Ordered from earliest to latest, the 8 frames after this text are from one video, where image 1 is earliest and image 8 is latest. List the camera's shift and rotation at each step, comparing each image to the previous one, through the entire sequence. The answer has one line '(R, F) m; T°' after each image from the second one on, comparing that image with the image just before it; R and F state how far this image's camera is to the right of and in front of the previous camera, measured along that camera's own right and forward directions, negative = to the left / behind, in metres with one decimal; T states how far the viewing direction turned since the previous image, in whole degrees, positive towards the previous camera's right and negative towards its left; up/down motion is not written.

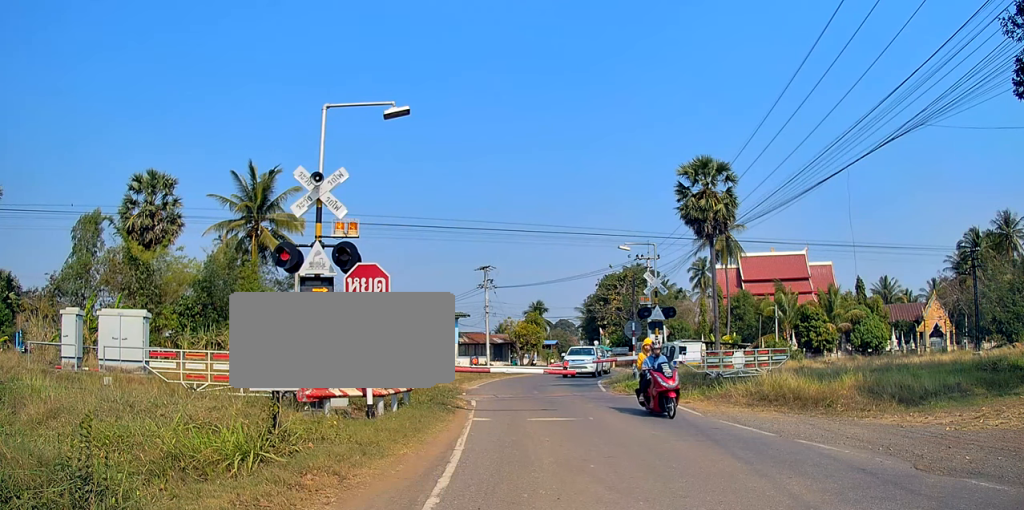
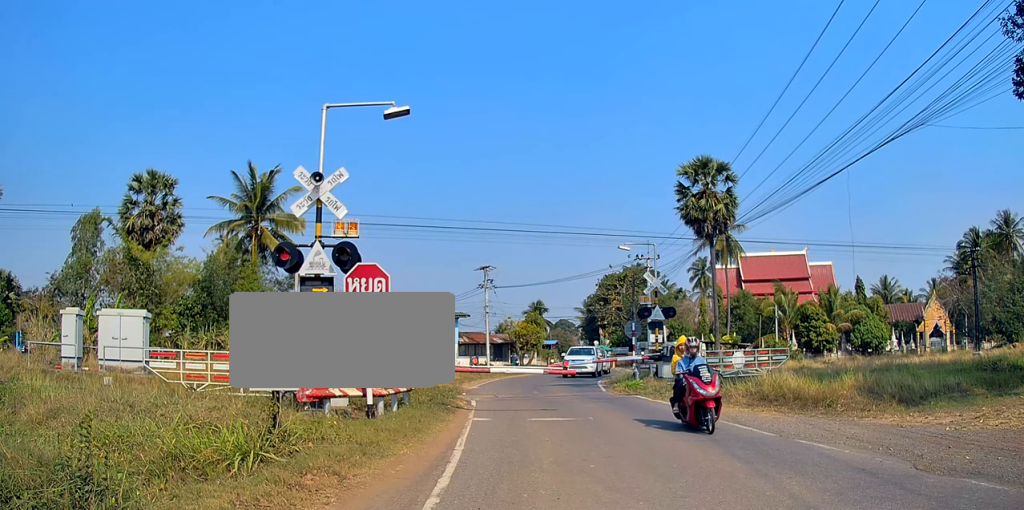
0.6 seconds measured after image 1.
(0.0, 0.0) m; 0°
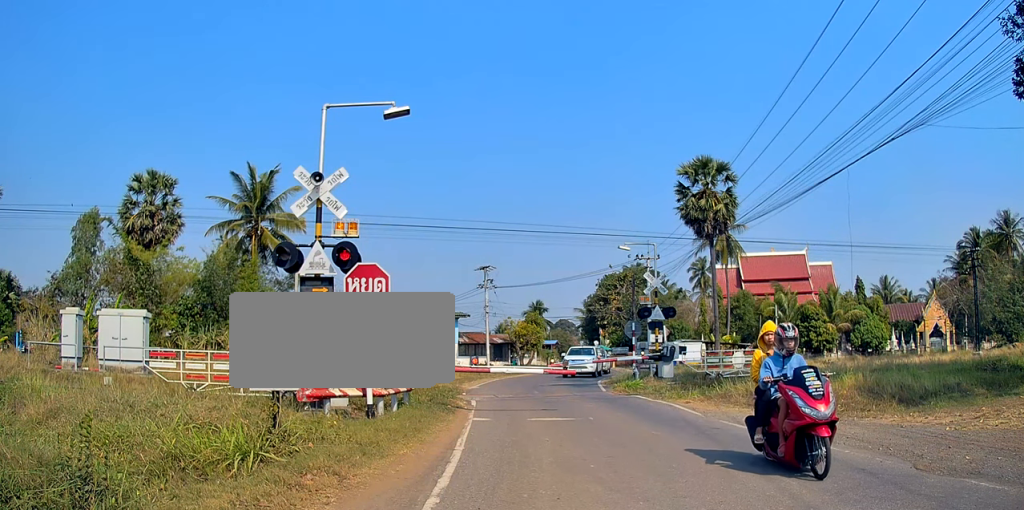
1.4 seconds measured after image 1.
(0.0, 0.0) m; 0°
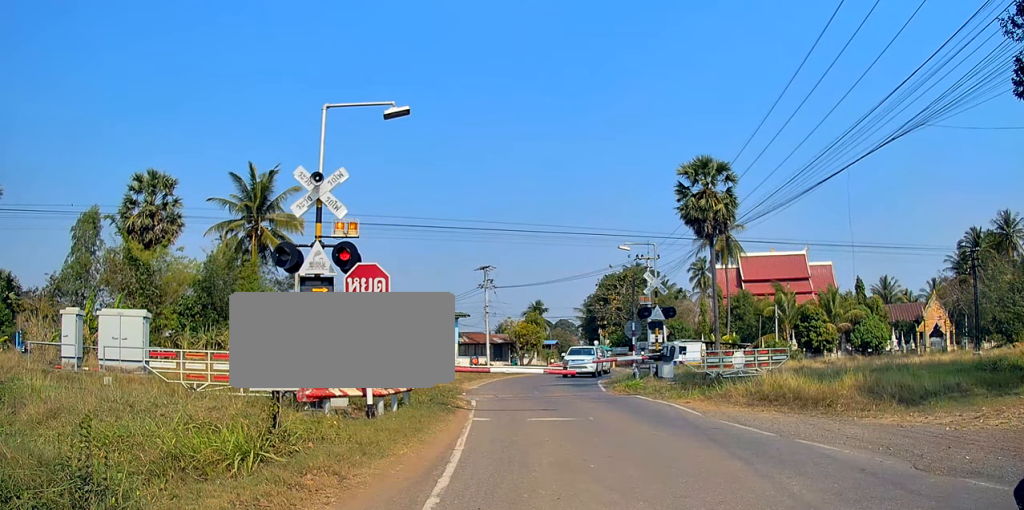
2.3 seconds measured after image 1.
(0.0, 0.0) m; 0°
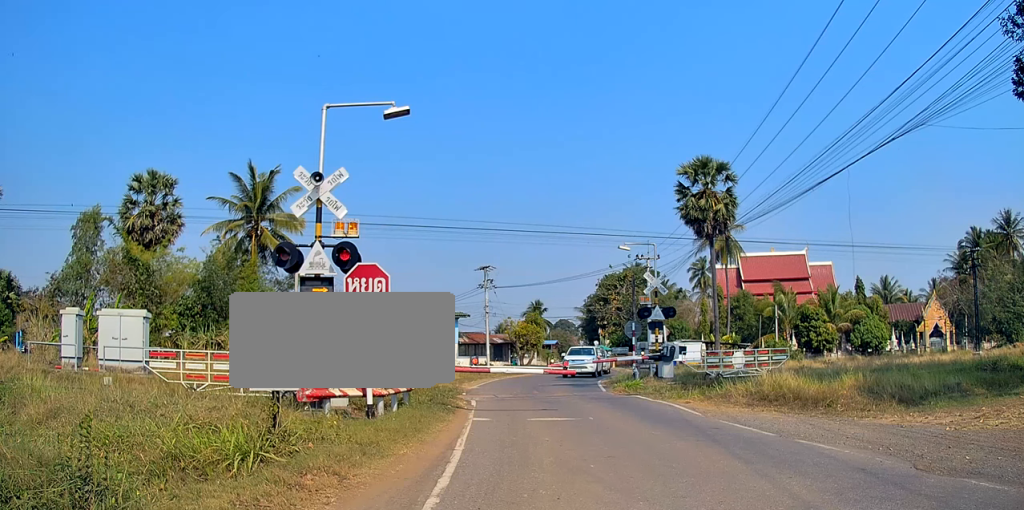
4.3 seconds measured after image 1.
(0.0, 0.0) m; 0°
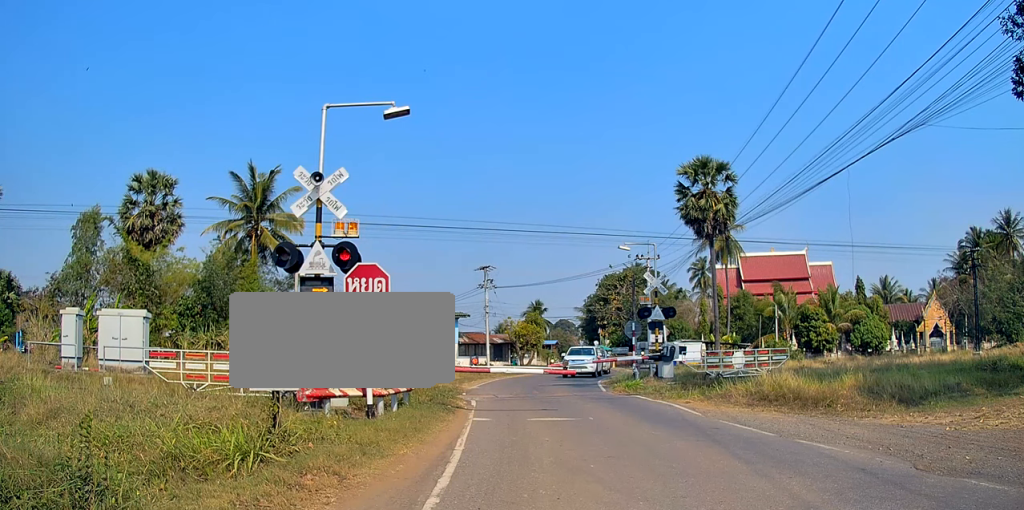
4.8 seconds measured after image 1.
(0.0, 0.0) m; 0°
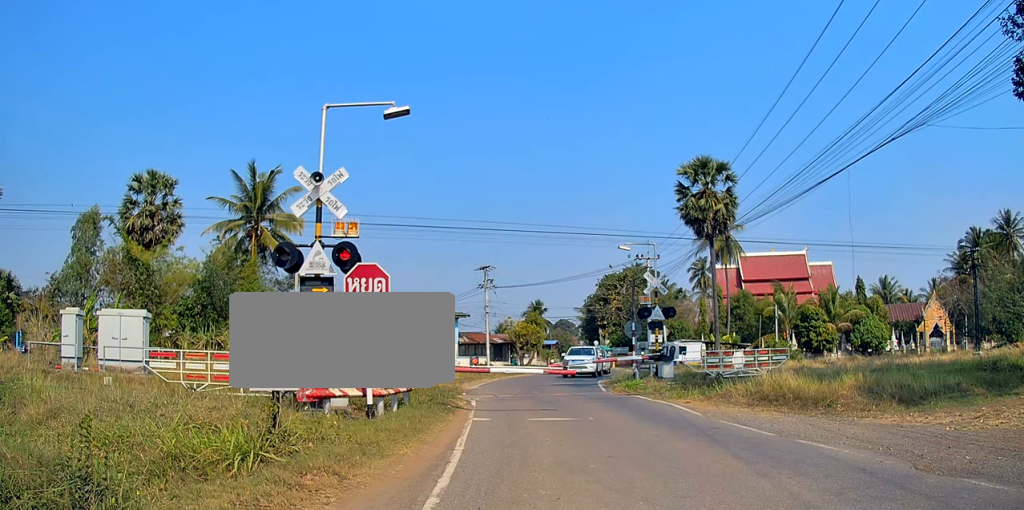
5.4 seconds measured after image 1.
(0.0, 0.0) m; 0°
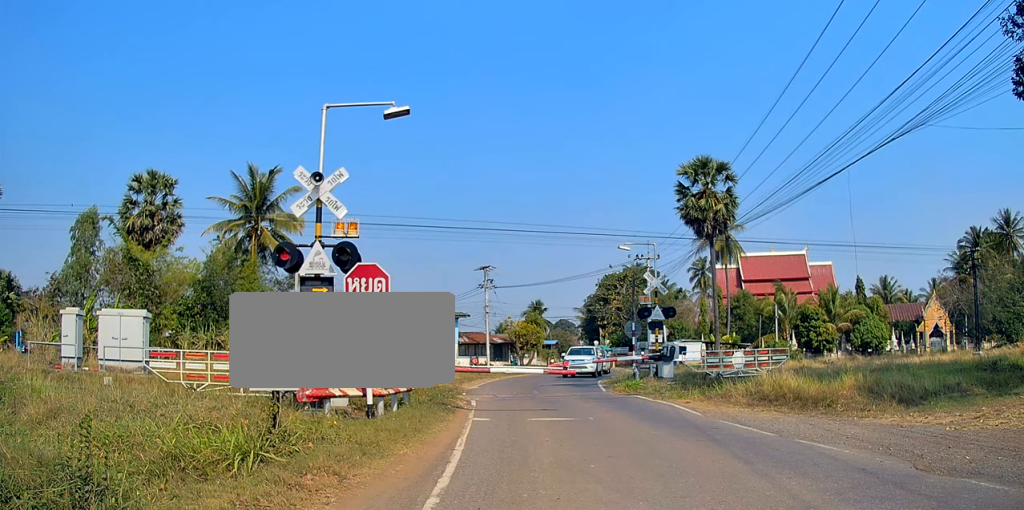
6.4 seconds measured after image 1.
(0.0, 0.0) m; 0°
